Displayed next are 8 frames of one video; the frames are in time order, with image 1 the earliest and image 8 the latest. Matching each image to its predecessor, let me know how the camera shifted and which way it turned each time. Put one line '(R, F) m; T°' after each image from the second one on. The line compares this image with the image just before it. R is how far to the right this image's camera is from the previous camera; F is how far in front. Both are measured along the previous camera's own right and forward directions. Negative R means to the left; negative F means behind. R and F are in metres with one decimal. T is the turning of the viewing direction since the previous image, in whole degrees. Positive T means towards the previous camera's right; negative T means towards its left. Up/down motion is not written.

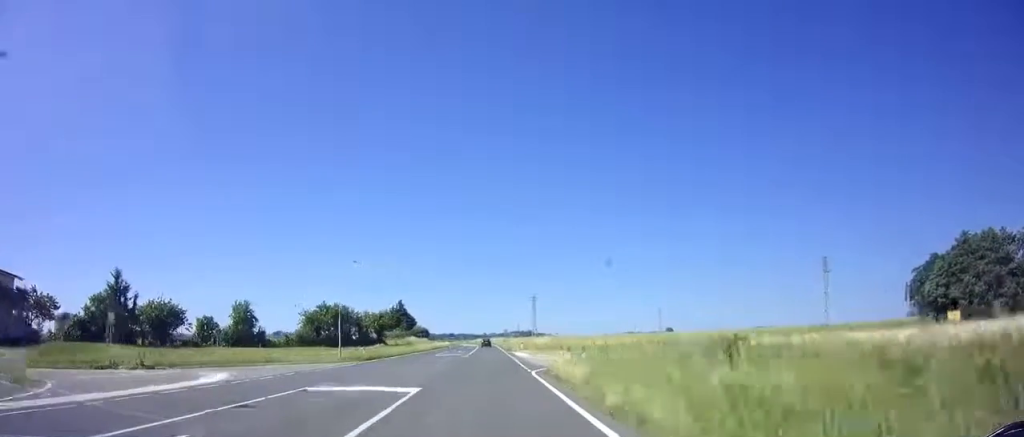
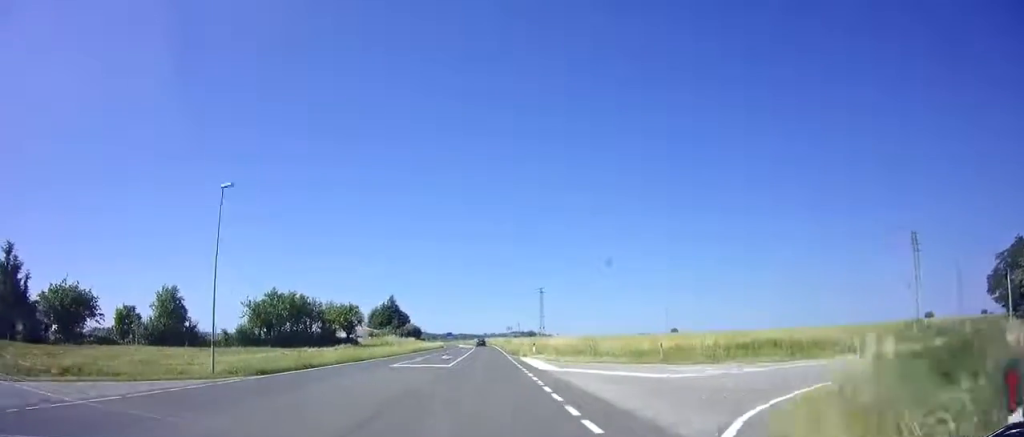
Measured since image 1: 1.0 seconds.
(+0.2, +18.9) m; 0°
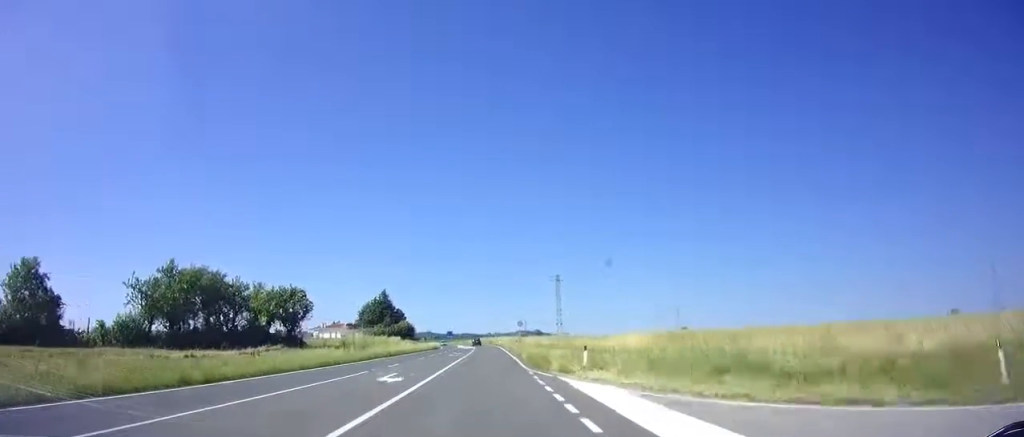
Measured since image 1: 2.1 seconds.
(-0.2, +21.6) m; -1°
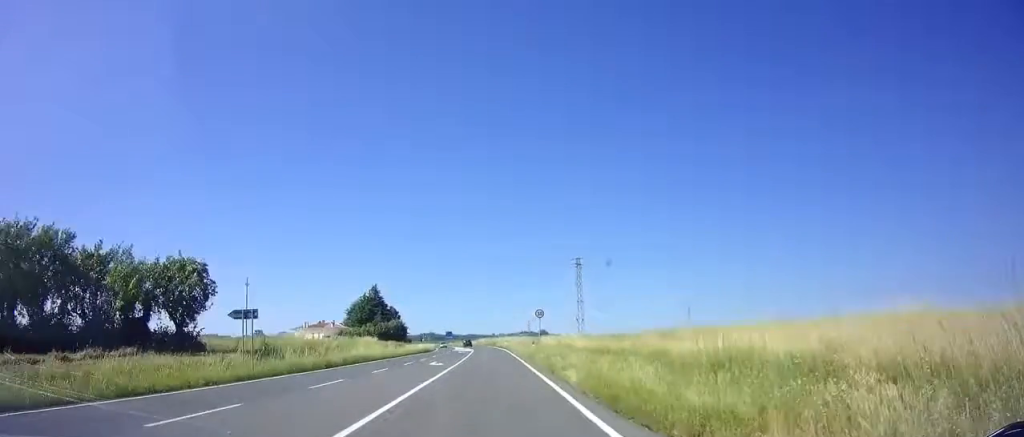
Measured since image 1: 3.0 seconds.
(0.0, +18.3) m; 0°
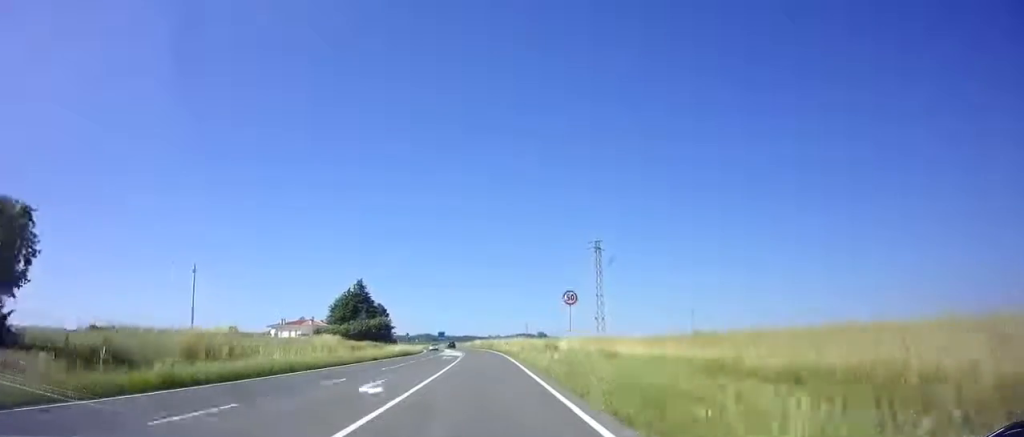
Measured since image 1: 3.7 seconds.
(+0.1, +14.4) m; 0°
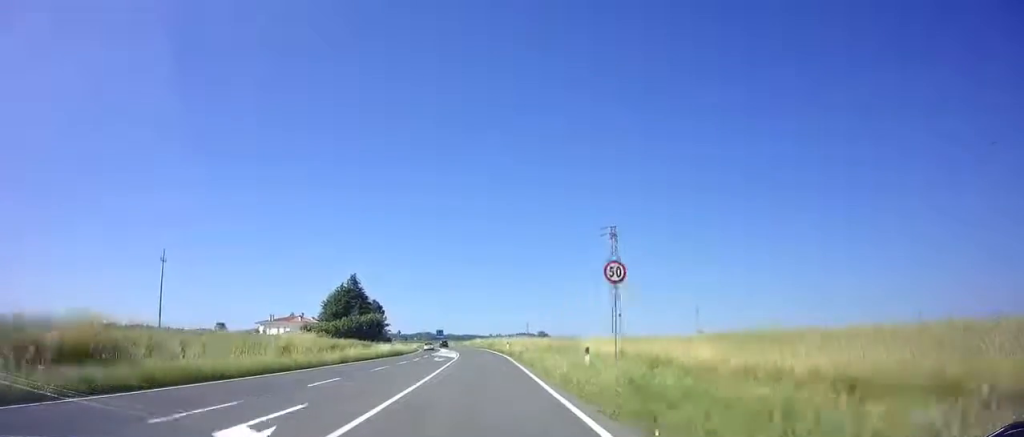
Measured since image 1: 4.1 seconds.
(-0.1, +7.8) m; 0°
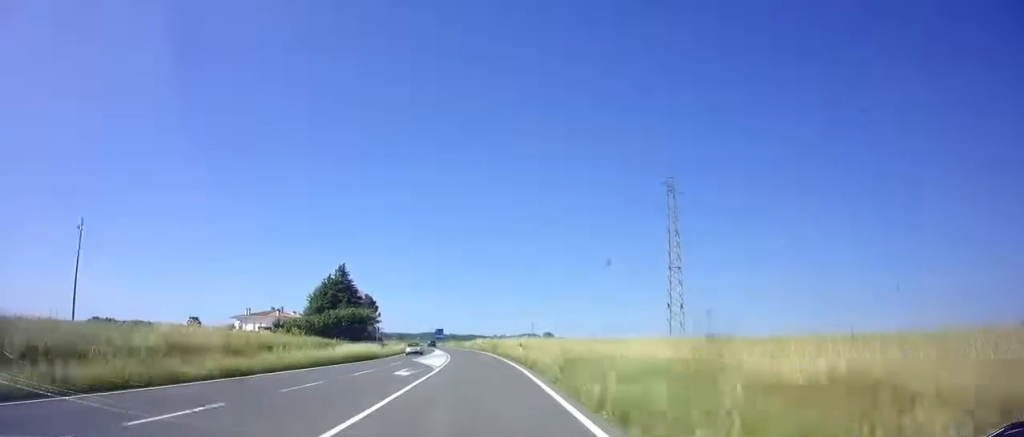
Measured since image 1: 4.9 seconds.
(-0.1, +15.0) m; -1°
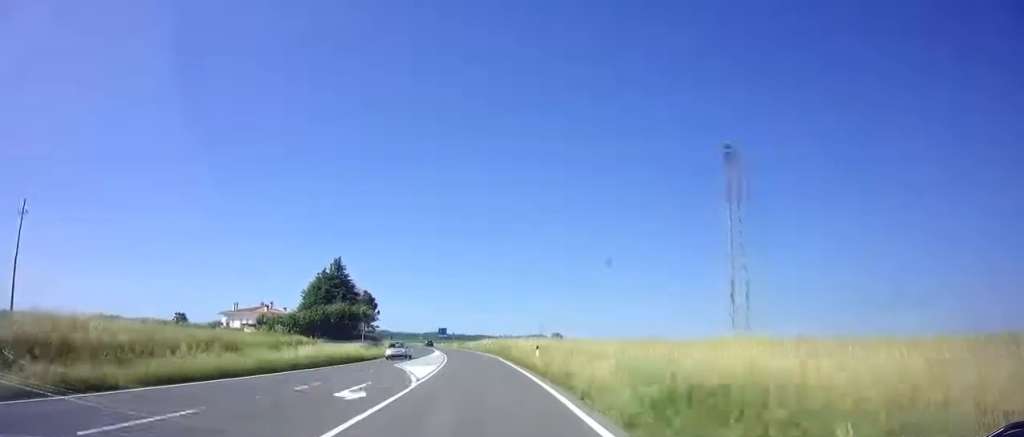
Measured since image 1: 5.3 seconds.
(+0.1, +8.5) m; 0°
